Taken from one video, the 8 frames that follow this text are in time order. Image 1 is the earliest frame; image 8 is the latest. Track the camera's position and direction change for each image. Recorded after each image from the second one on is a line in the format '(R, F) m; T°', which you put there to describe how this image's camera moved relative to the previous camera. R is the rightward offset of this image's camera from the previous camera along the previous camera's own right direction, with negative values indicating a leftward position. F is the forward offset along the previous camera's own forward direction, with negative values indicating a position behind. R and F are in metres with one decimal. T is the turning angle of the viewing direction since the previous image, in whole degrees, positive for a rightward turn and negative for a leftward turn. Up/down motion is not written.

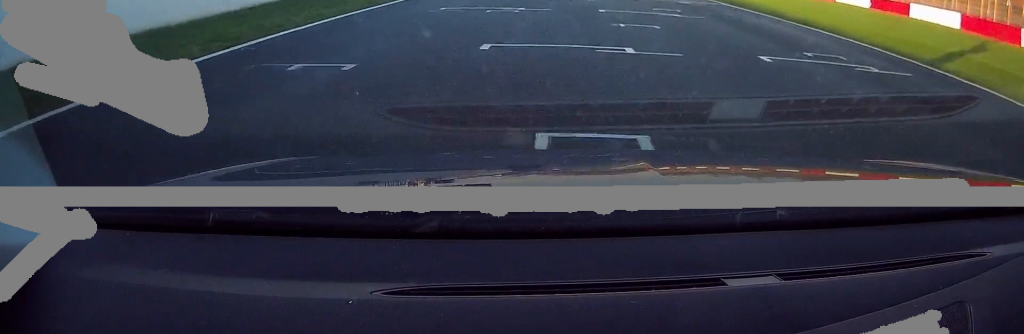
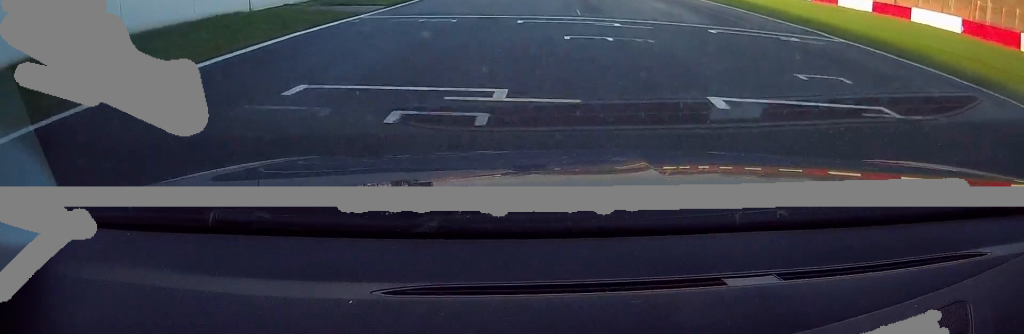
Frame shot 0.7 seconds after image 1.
(-0.3, +11.4) m; 0°
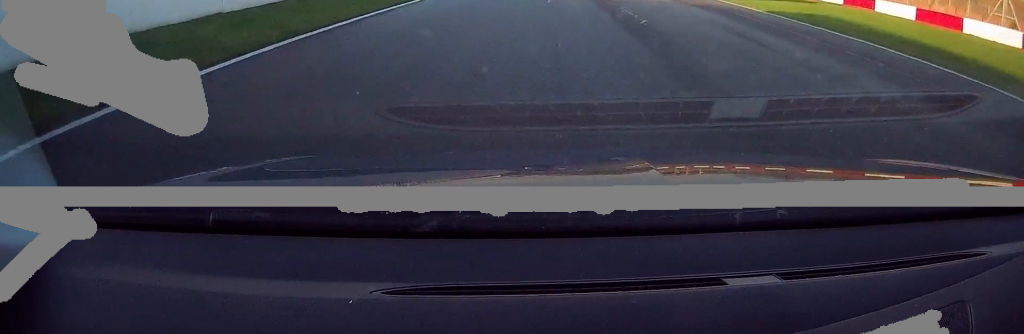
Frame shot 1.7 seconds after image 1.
(+0.4, +16.9) m; 0°
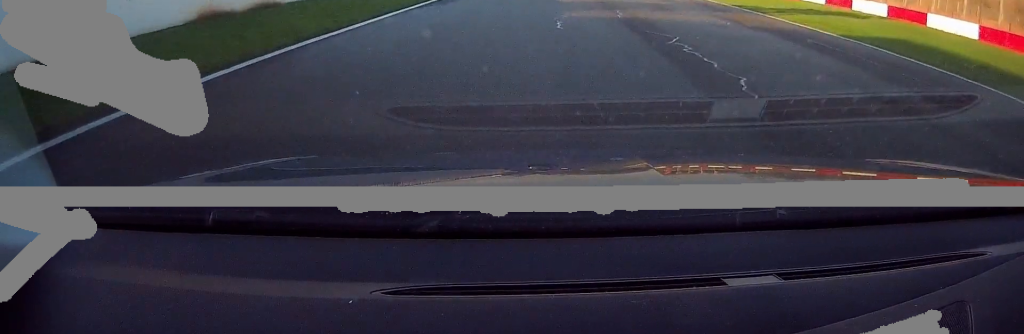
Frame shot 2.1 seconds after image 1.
(-0.1, +6.9) m; -1°
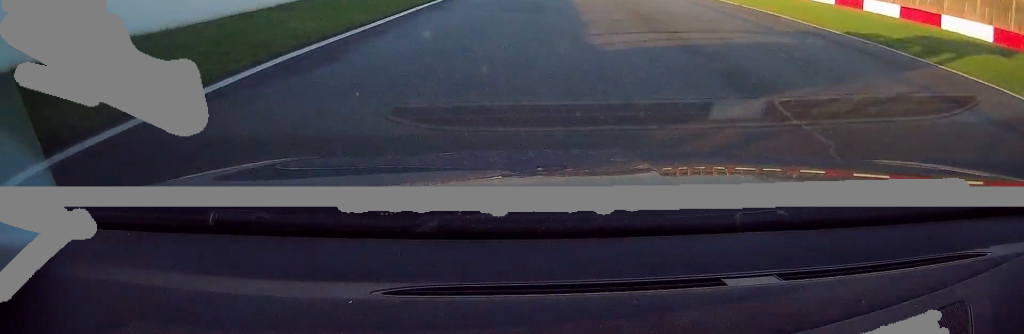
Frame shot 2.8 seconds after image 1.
(-0.1, +12.4) m; -1°
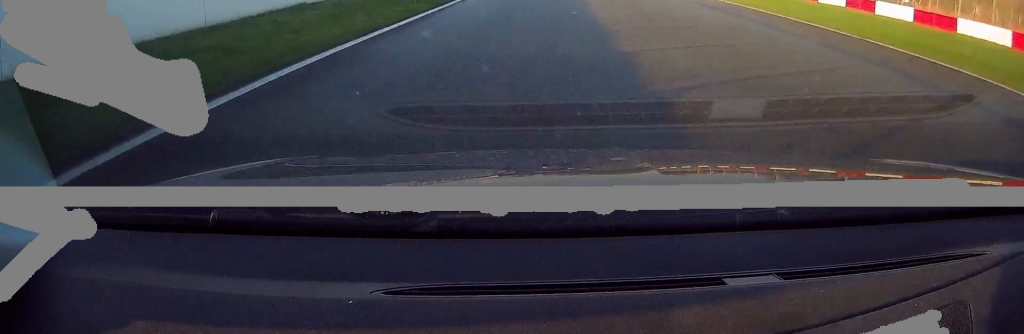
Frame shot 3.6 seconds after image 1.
(-0.1, +13.1) m; 0°
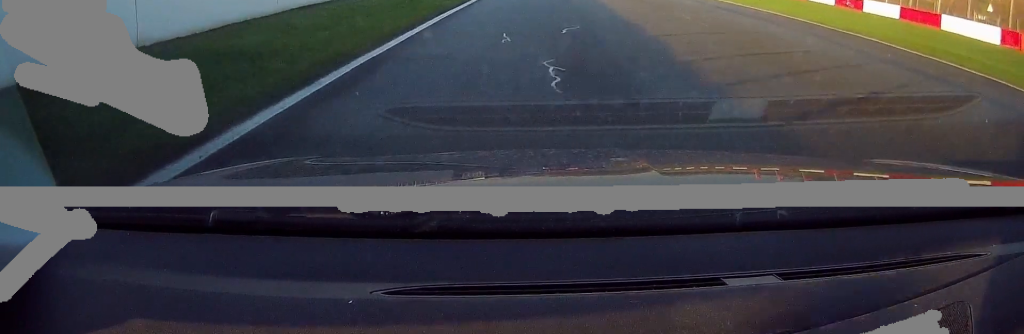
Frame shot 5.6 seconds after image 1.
(+1.0, +32.6) m; +4°
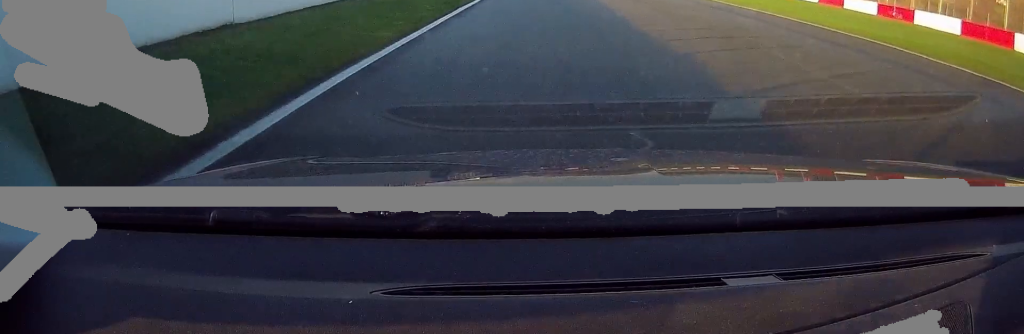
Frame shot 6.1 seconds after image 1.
(0.0, +8.3) m; -1°
